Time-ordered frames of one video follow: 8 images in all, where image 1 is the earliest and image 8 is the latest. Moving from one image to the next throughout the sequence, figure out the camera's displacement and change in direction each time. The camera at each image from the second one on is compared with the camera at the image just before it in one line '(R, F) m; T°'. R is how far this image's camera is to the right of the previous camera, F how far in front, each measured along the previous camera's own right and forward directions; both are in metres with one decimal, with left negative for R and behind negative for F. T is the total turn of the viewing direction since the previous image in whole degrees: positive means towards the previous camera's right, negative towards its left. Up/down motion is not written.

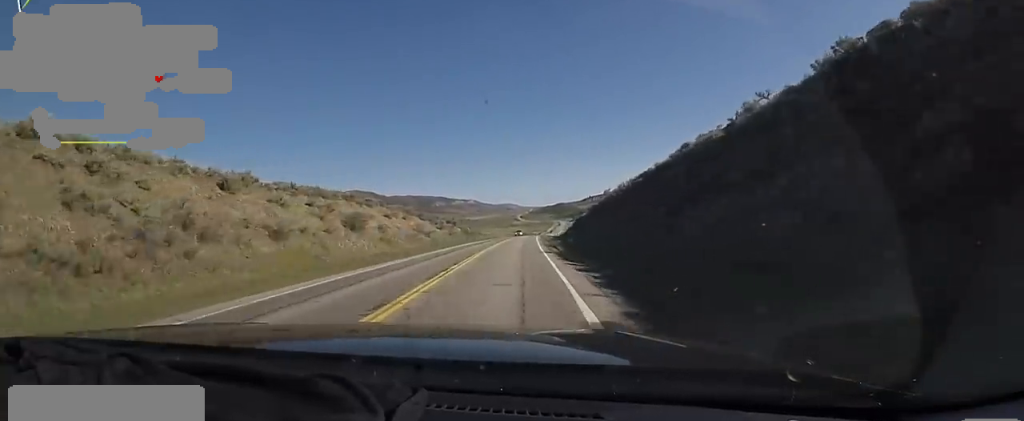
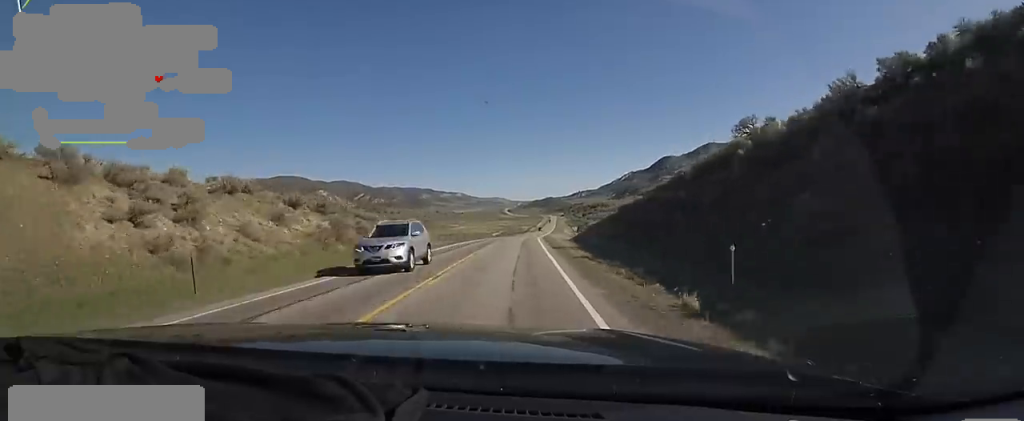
(+1.1, +54.1) m; +1°
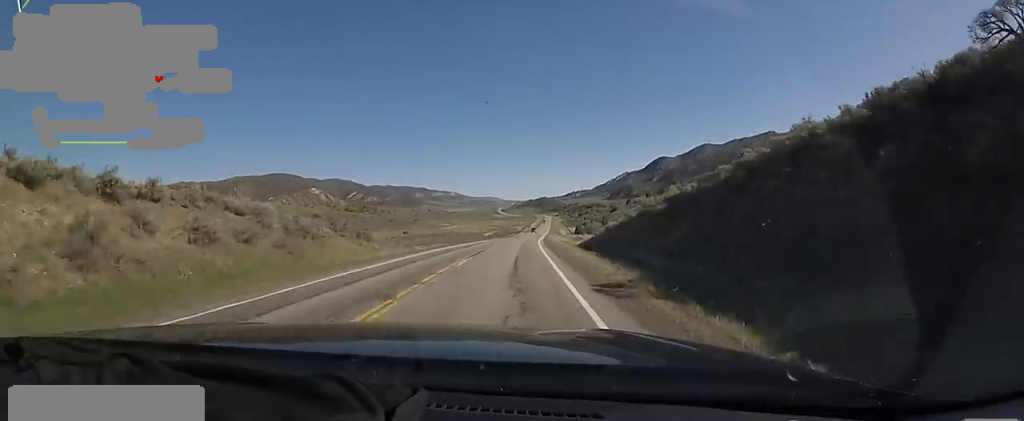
(0.0, +18.0) m; 0°
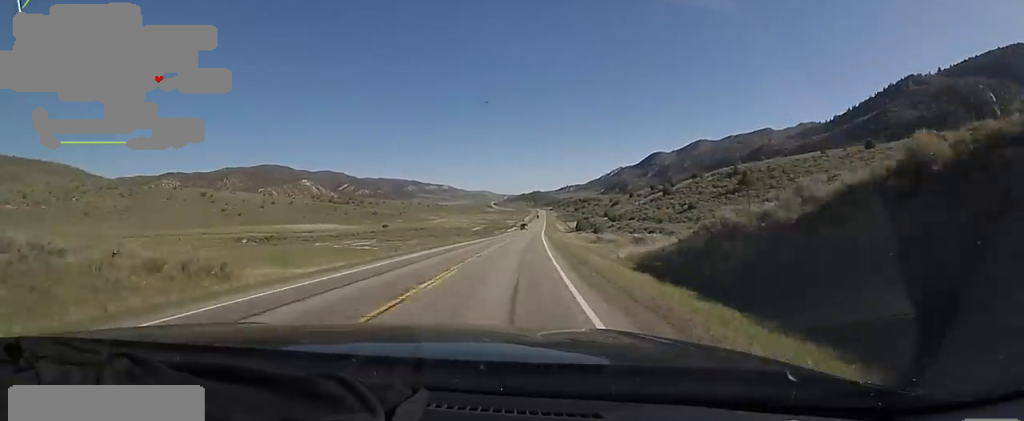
(+0.2, +29.9) m; +2°
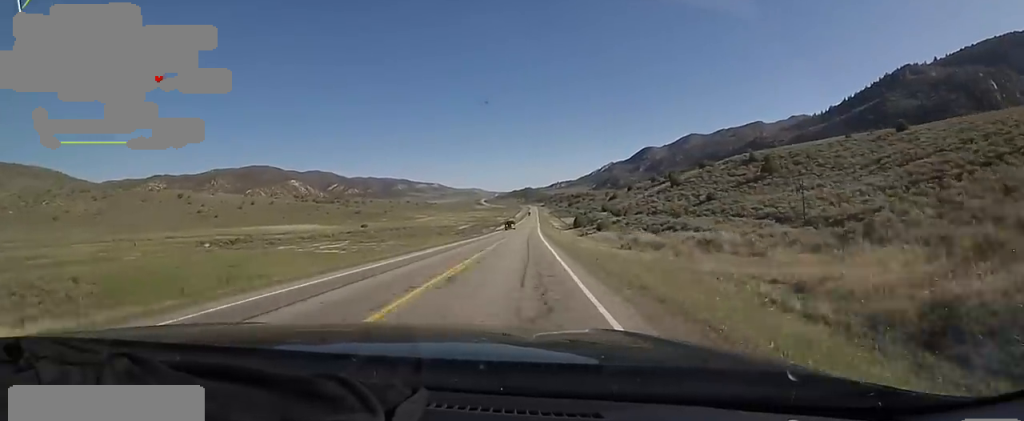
(+0.4, +21.3) m; +1°
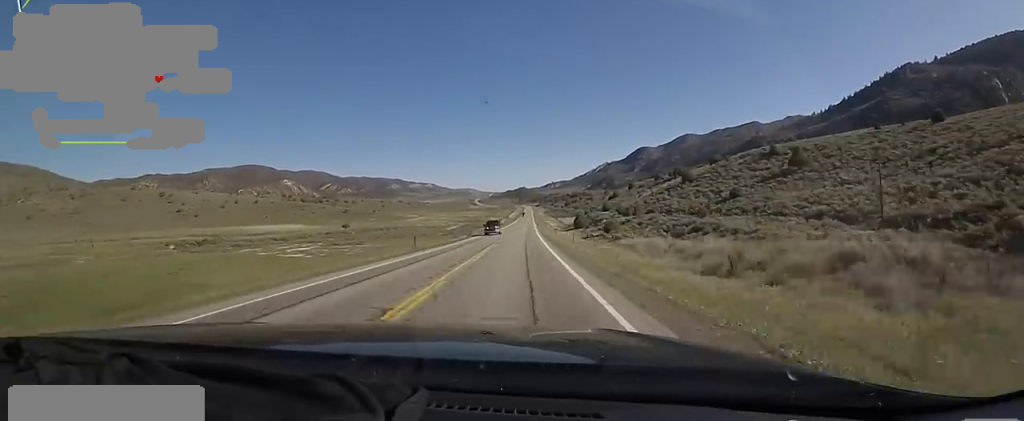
(+0.3, +18.1) m; +1°
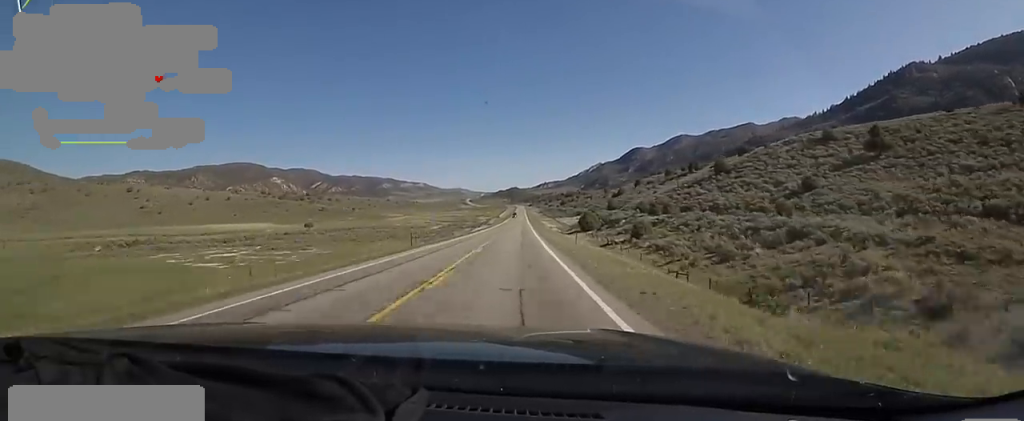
(0.0, +31.7) m; 0°
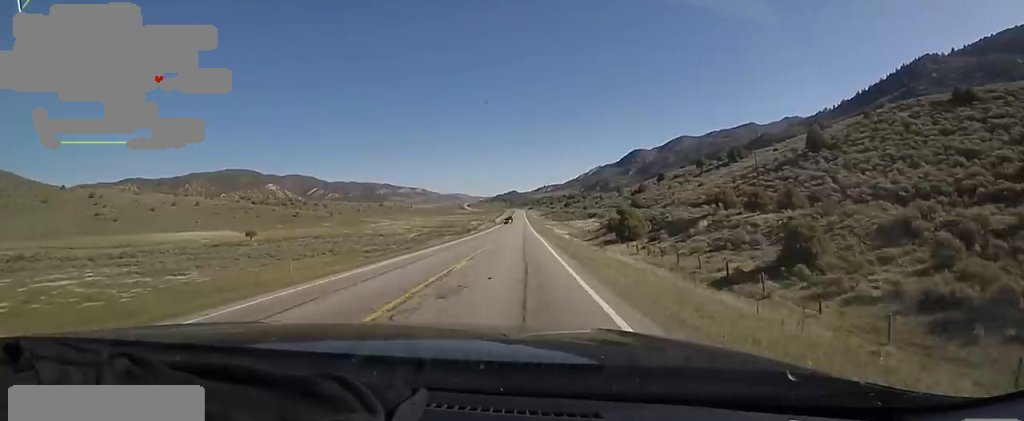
(+0.1, +42.6) m; 0°
